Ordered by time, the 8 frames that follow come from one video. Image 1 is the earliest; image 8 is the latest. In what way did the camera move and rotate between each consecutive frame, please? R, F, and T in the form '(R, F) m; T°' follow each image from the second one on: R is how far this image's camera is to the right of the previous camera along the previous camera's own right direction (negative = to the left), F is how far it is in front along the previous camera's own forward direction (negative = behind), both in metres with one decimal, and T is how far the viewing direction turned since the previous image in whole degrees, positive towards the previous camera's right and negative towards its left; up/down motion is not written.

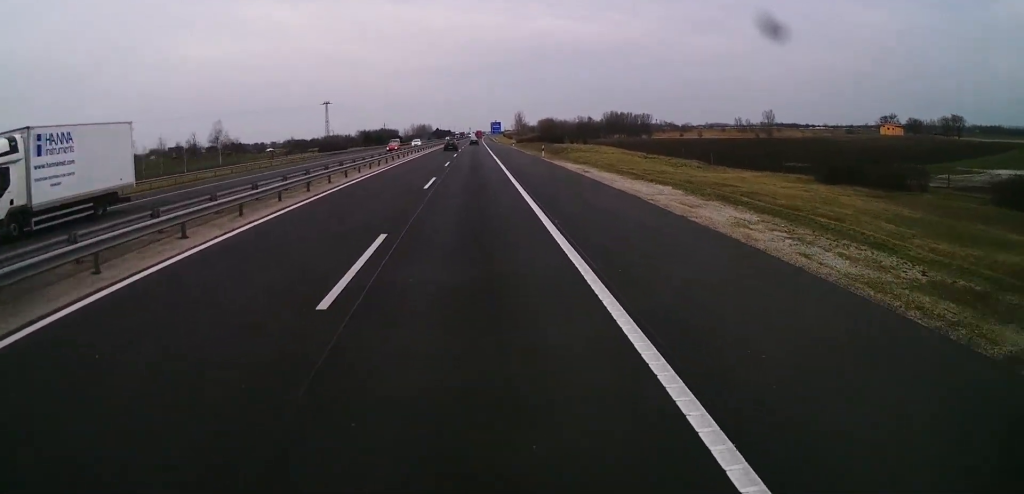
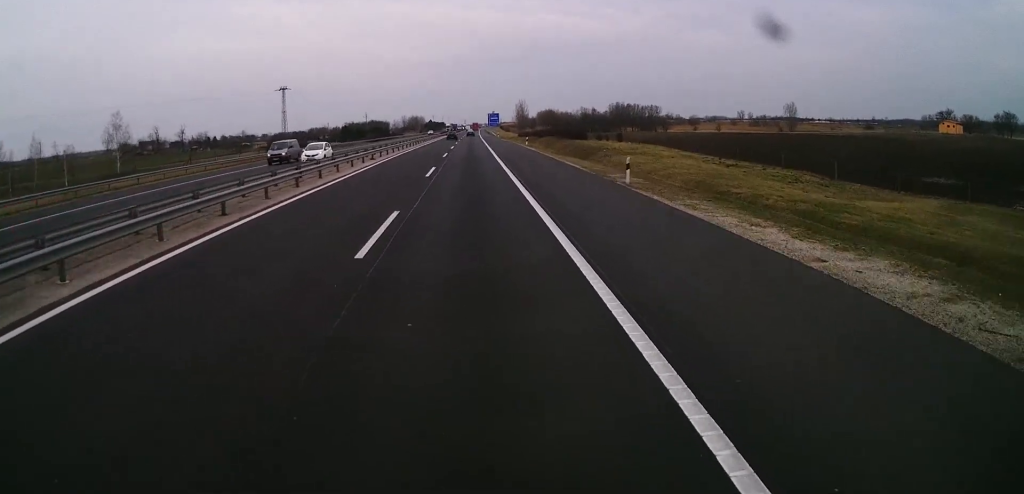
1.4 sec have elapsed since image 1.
(-0.2, +32.8) m; 0°
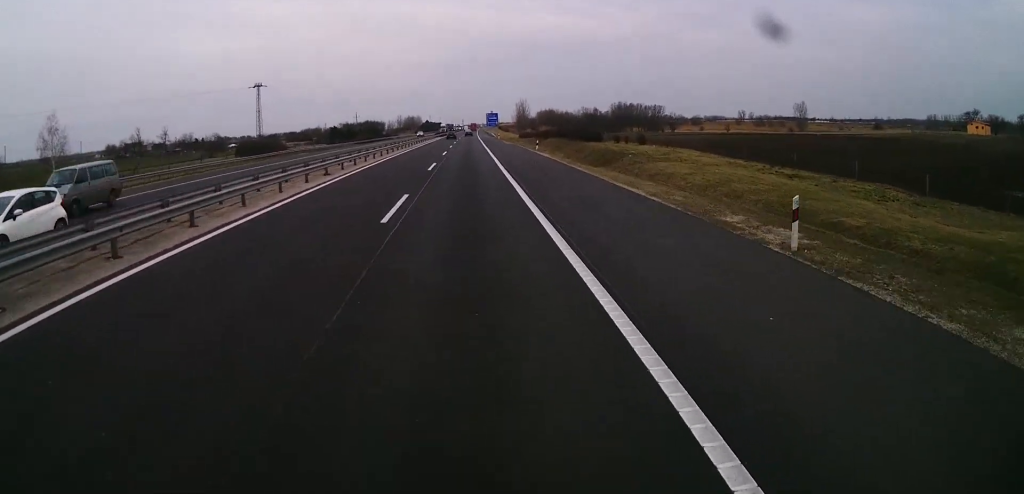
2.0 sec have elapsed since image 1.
(0.0, +13.7) m; +1°
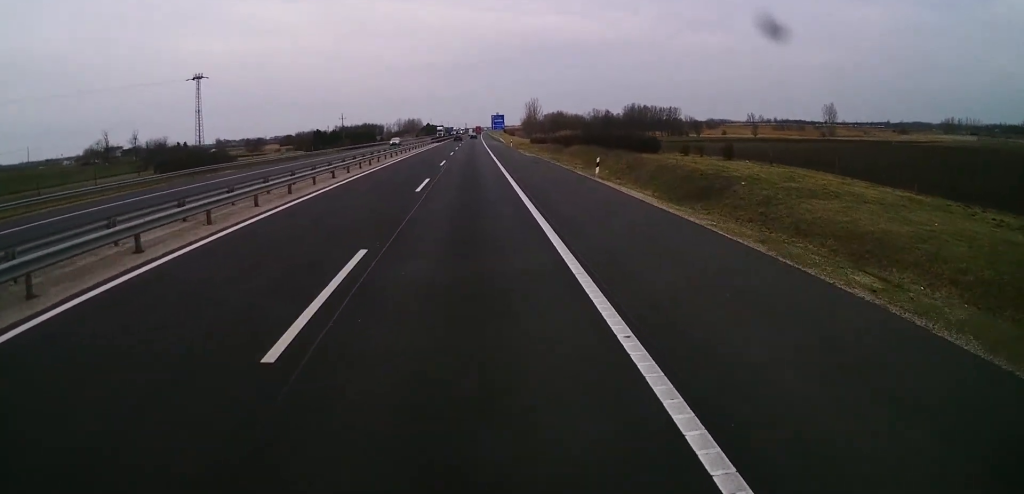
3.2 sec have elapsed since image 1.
(+0.3, +26.7) m; +1°
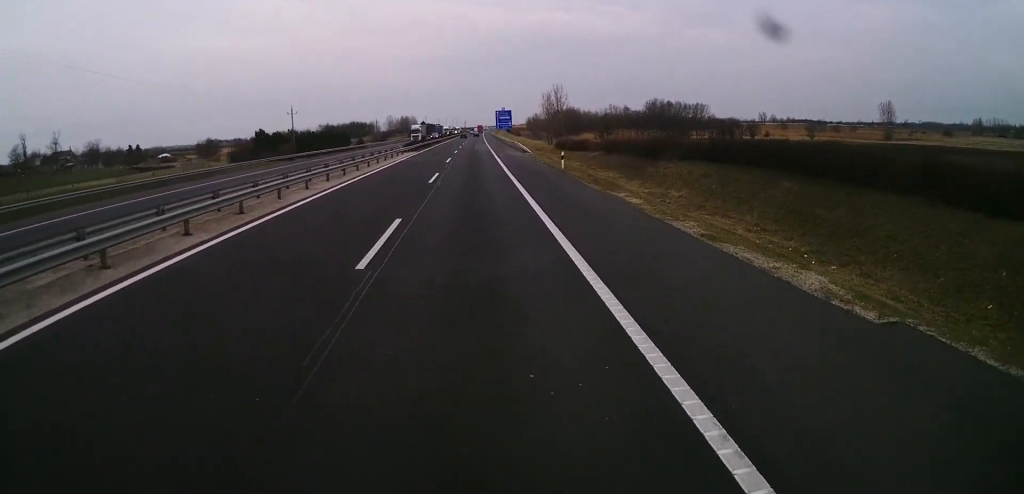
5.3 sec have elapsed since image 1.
(-0.7, +49.2) m; -1°
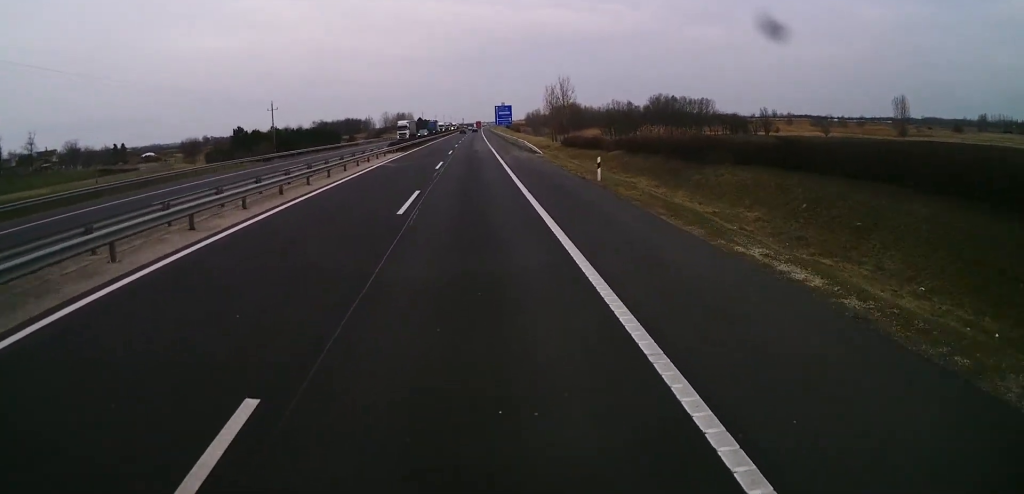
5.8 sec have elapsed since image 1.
(+0.1, +11.6) m; 0°
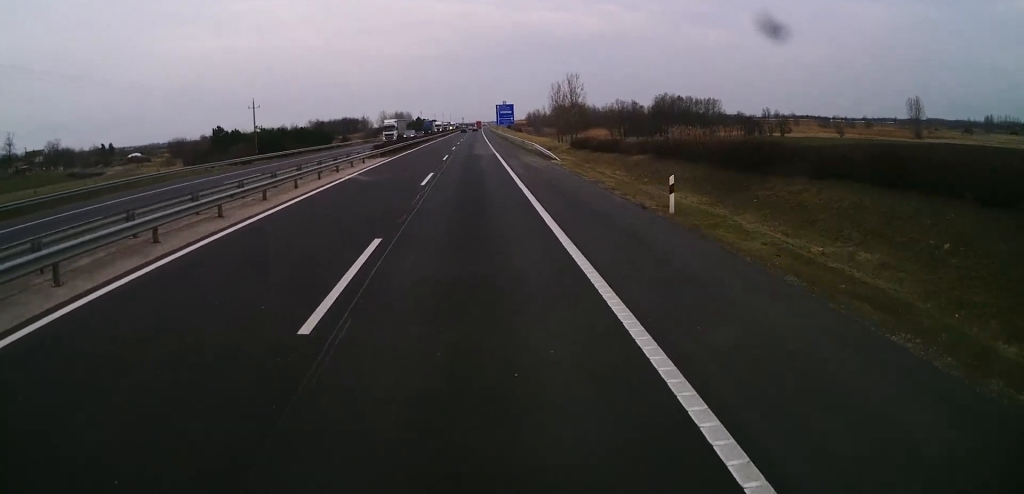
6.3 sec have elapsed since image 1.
(0.0, +10.0) m; 0°
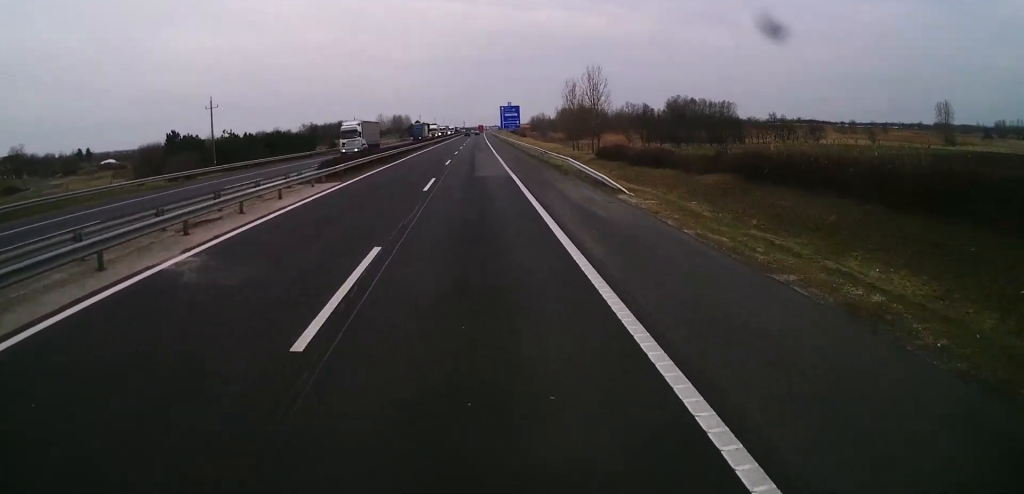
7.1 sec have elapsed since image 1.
(+0.1, +18.4) m; 0°
